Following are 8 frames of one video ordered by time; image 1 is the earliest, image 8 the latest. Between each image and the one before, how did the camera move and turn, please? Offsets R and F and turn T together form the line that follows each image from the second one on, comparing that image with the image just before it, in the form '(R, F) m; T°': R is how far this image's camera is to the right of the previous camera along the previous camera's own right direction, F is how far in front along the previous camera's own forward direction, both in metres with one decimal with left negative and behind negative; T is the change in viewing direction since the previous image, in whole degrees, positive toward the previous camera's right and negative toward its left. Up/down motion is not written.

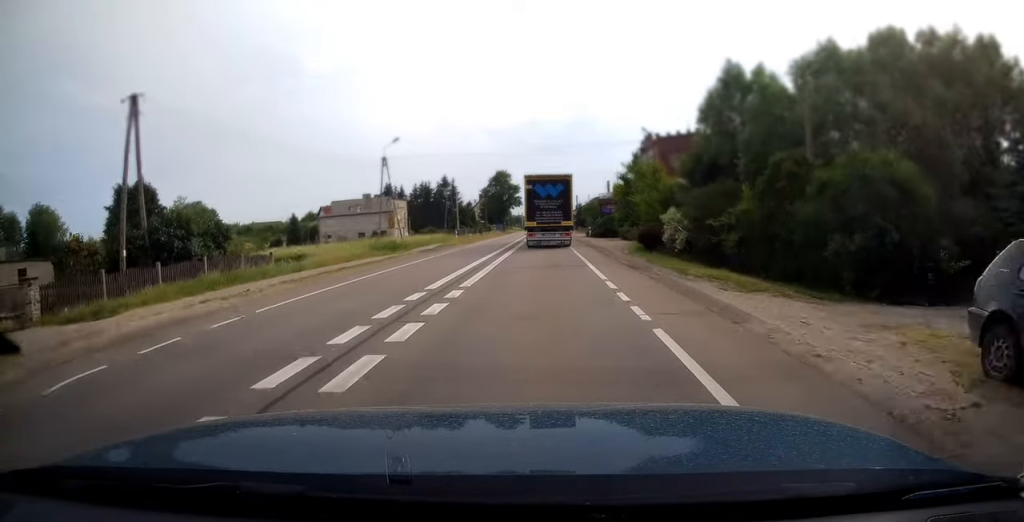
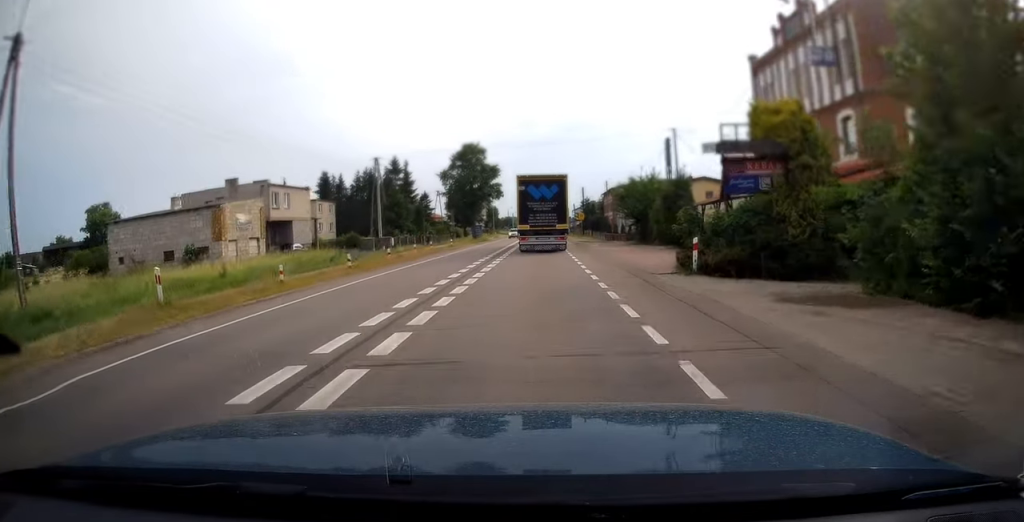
(+0.2, +45.5) m; 0°
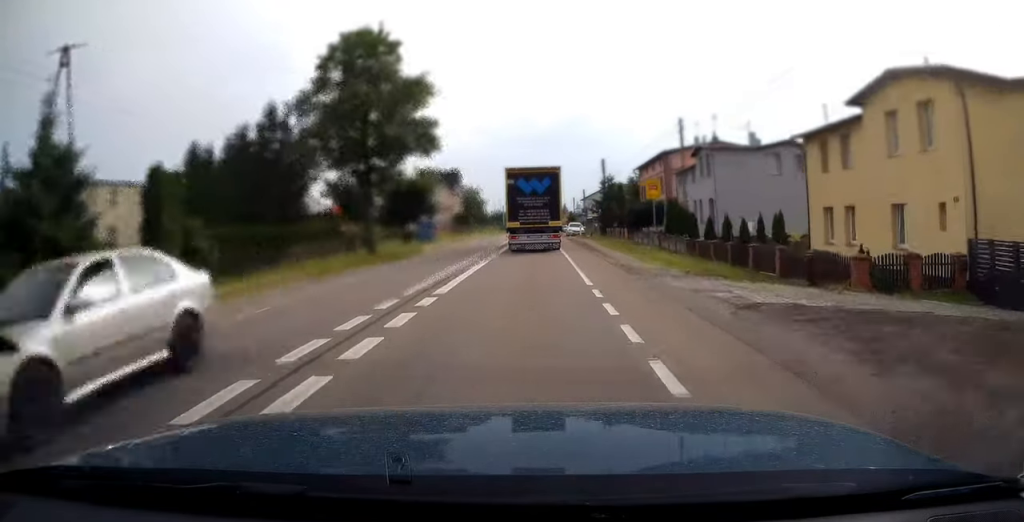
(-0.2, +46.6) m; 0°
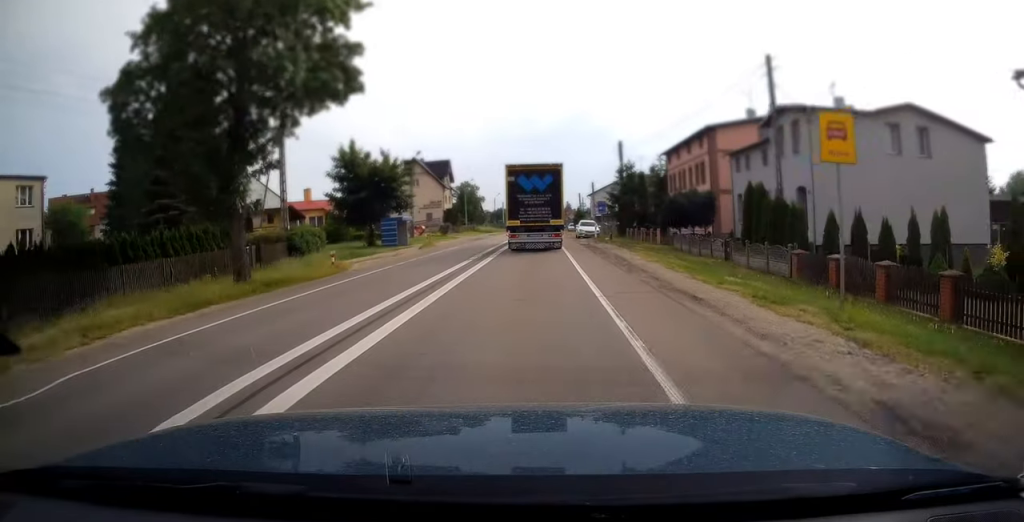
(+0.1, +14.6) m; 0°
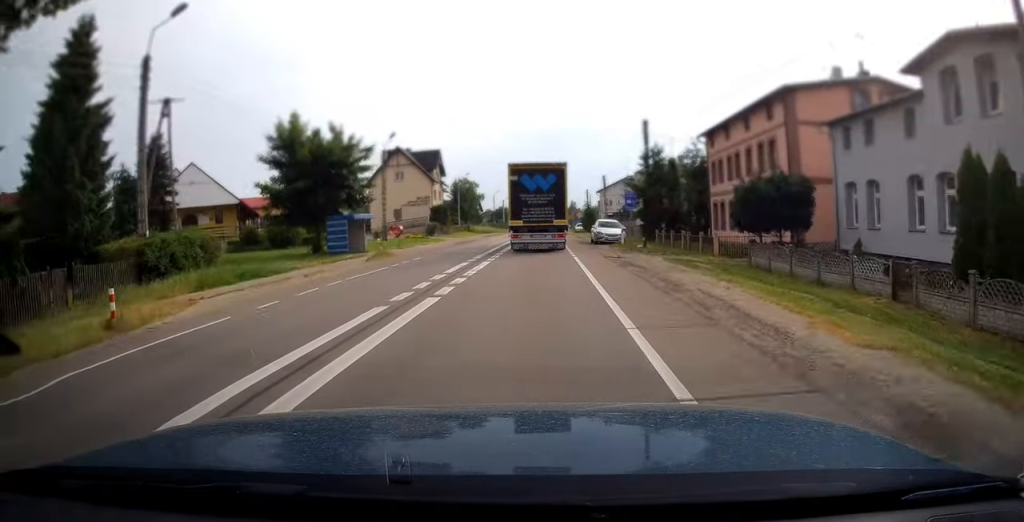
(0.0, +13.2) m; 0°
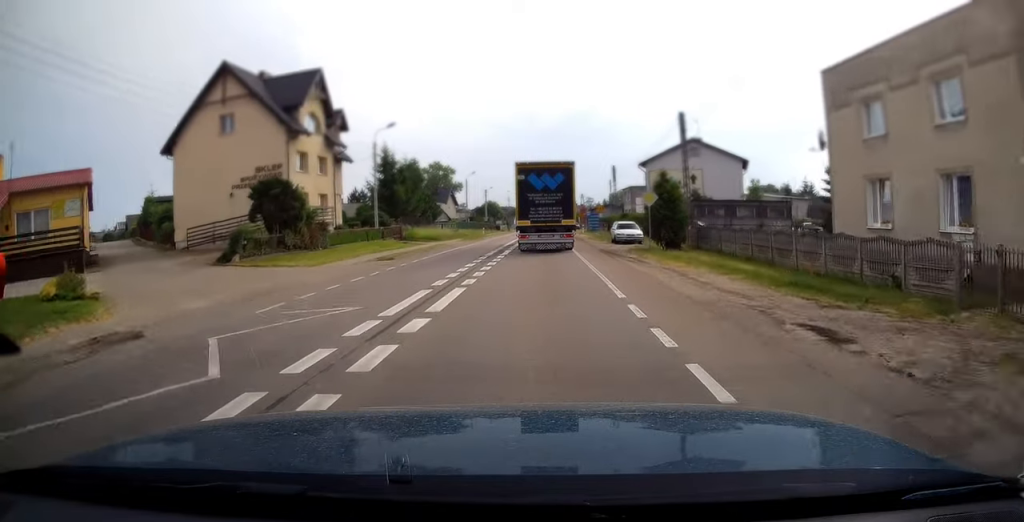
(+0.2, +49.2) m; 0°
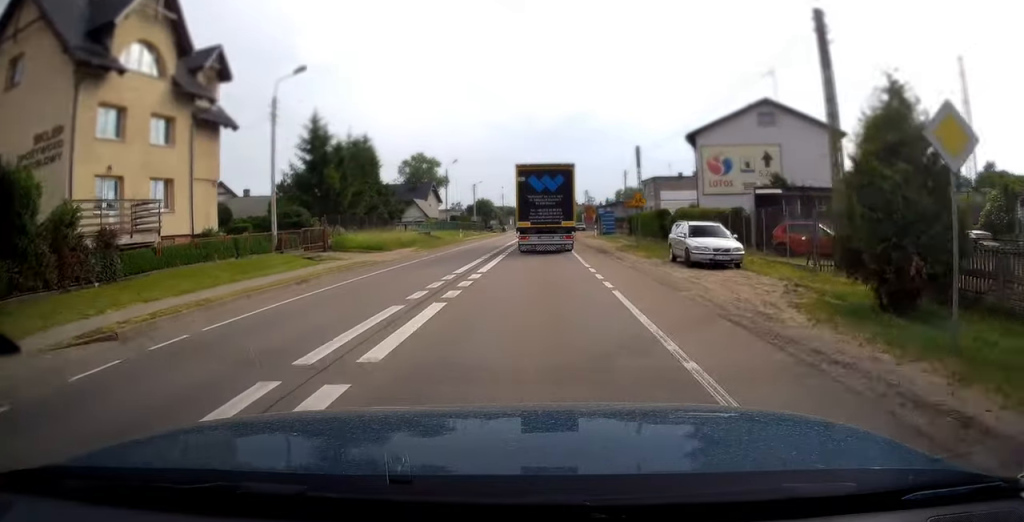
(0.0, +19.9) m; 0°
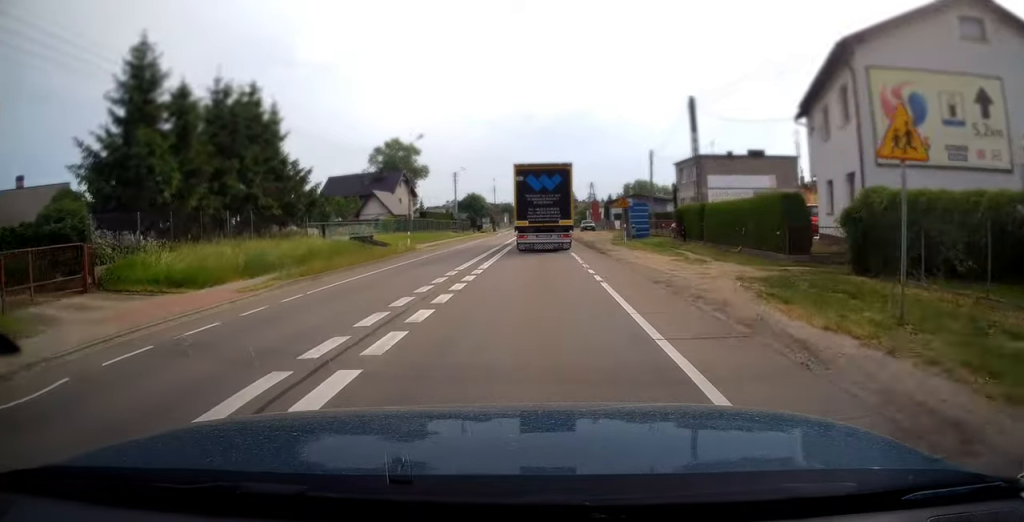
(0.0, +21.2) m; 0°
